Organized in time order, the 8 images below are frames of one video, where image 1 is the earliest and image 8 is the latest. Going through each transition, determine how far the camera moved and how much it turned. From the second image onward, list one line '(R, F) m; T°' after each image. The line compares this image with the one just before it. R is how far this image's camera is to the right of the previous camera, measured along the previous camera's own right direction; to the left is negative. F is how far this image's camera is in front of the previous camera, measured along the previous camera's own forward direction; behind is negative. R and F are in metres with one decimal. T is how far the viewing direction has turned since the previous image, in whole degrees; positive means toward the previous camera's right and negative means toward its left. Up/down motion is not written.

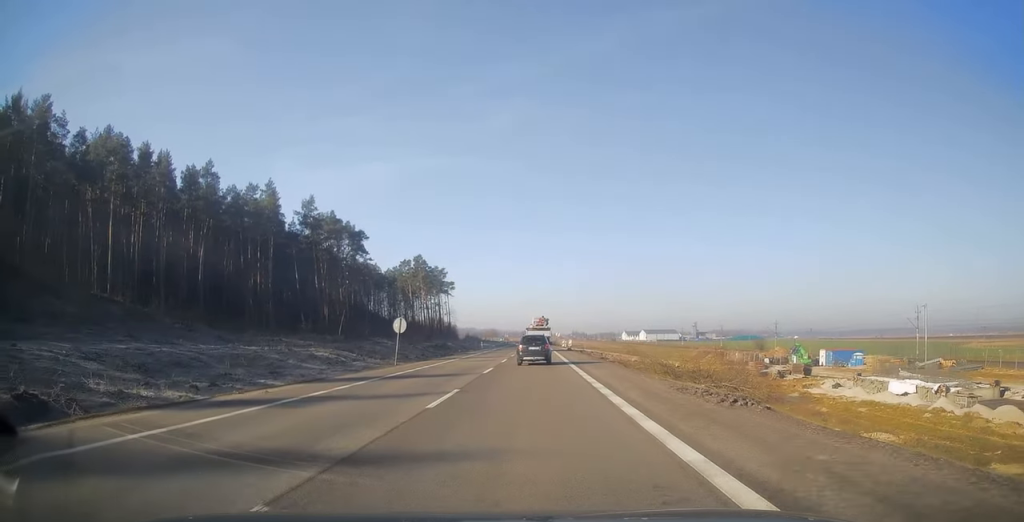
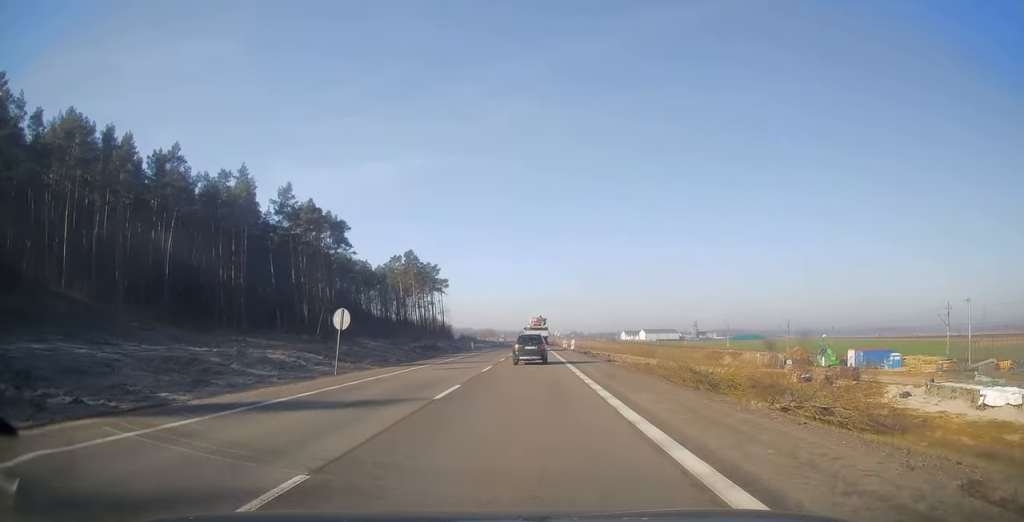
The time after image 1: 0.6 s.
(-0.1, +10.6) m; 0°
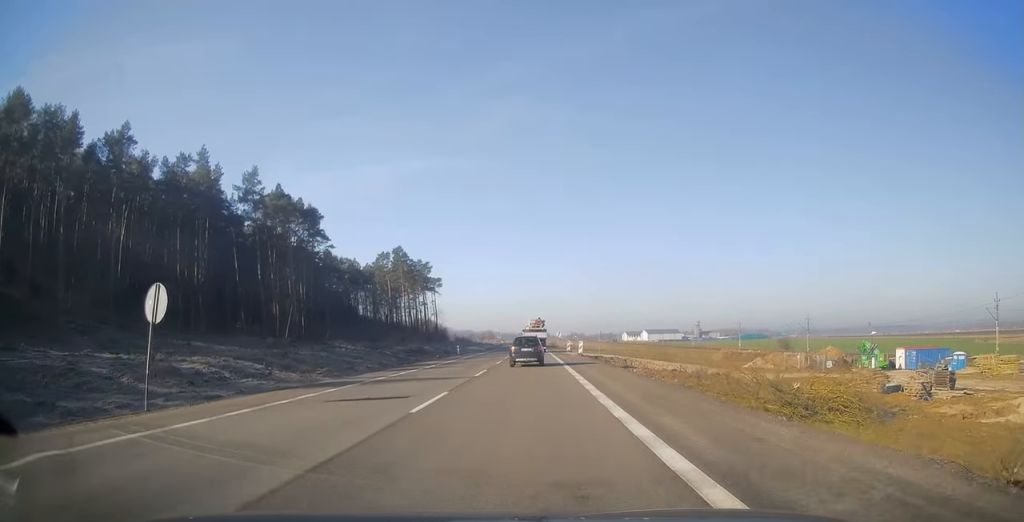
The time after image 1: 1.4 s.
(-0.2, +13.7) m; 0°
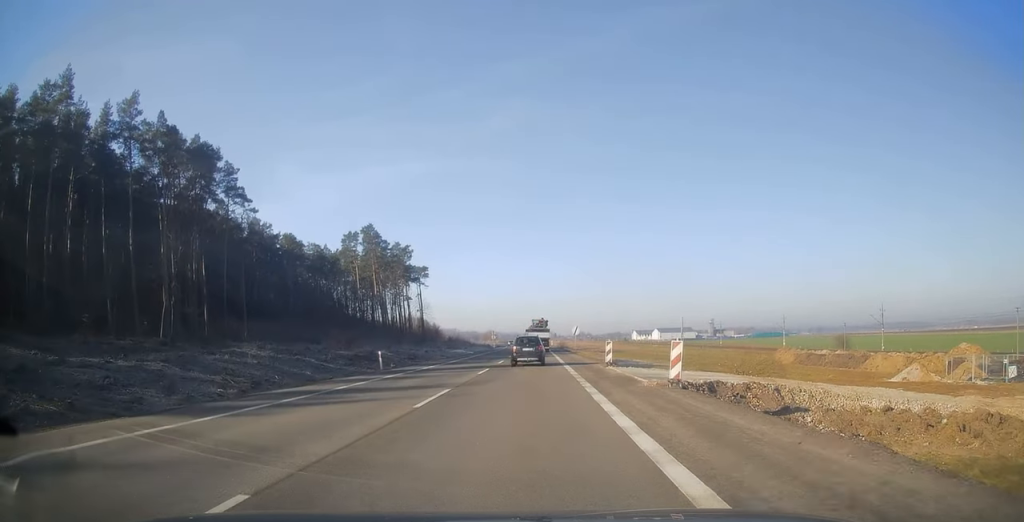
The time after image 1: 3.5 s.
(-0.1, +35.0) m; 0°
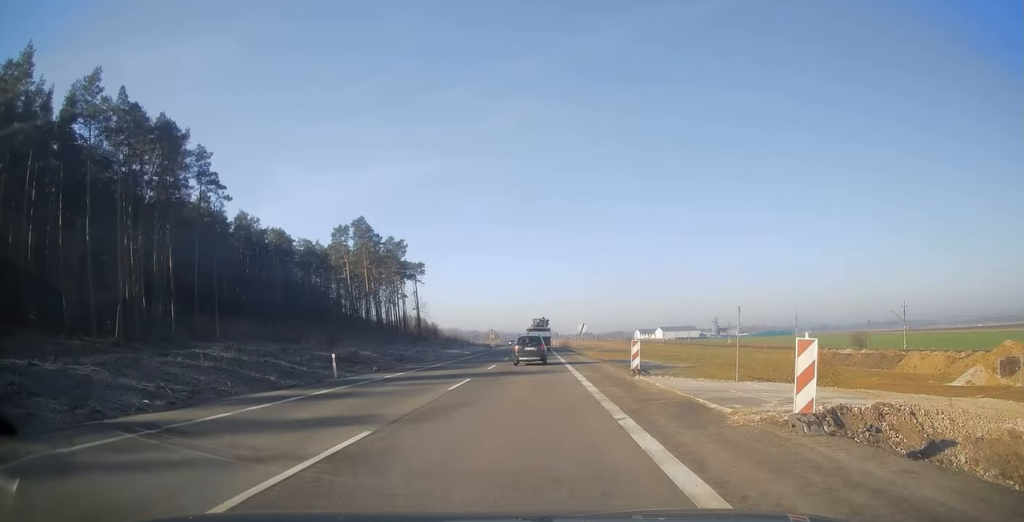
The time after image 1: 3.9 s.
(+0.1, +8.0) m; 0°
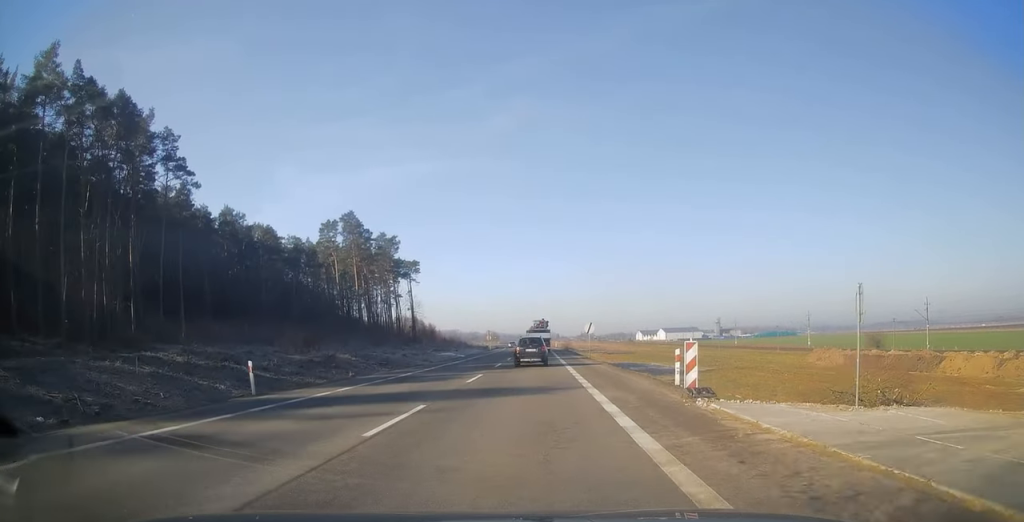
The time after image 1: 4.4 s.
(0.0, +8.0) m; 0°
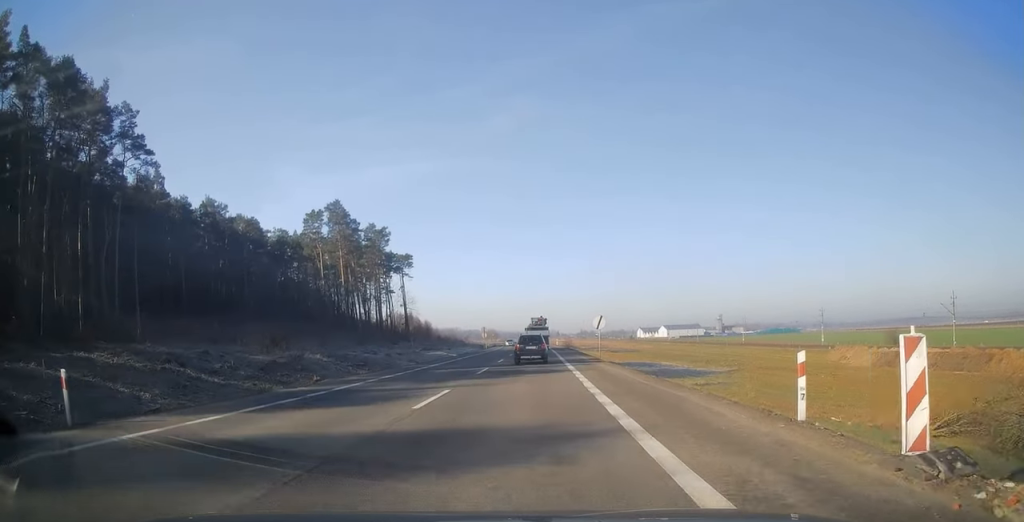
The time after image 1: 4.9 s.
(-0.1, +8.6) m; -1°
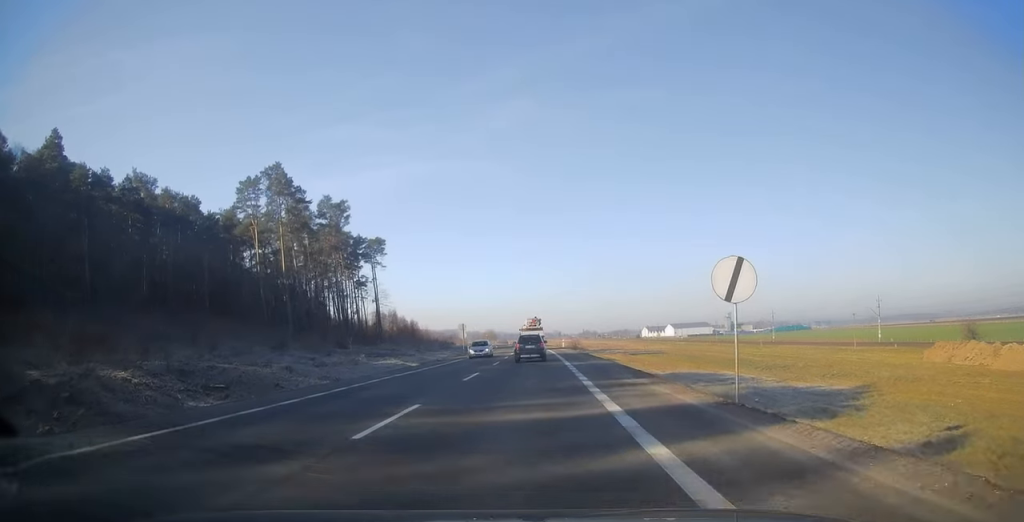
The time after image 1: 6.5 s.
(0.0, +27.9) m; +1°
